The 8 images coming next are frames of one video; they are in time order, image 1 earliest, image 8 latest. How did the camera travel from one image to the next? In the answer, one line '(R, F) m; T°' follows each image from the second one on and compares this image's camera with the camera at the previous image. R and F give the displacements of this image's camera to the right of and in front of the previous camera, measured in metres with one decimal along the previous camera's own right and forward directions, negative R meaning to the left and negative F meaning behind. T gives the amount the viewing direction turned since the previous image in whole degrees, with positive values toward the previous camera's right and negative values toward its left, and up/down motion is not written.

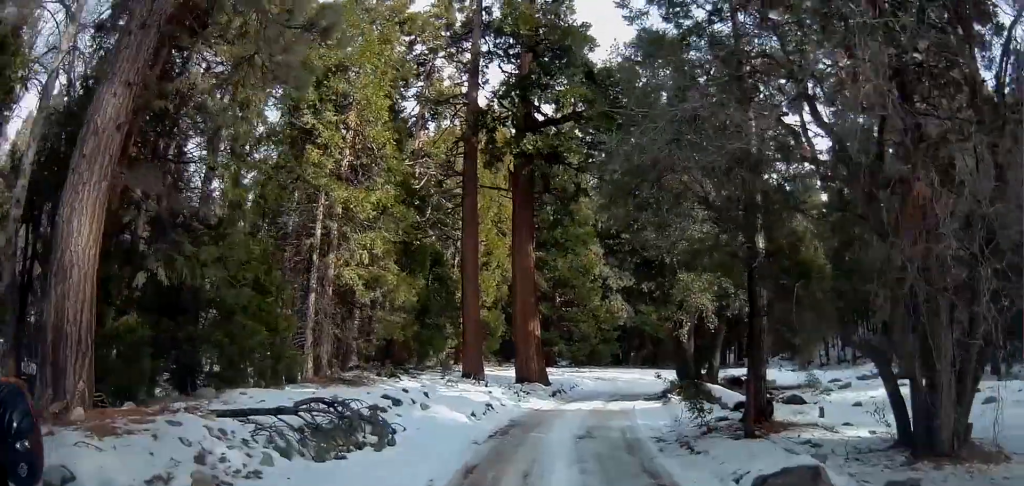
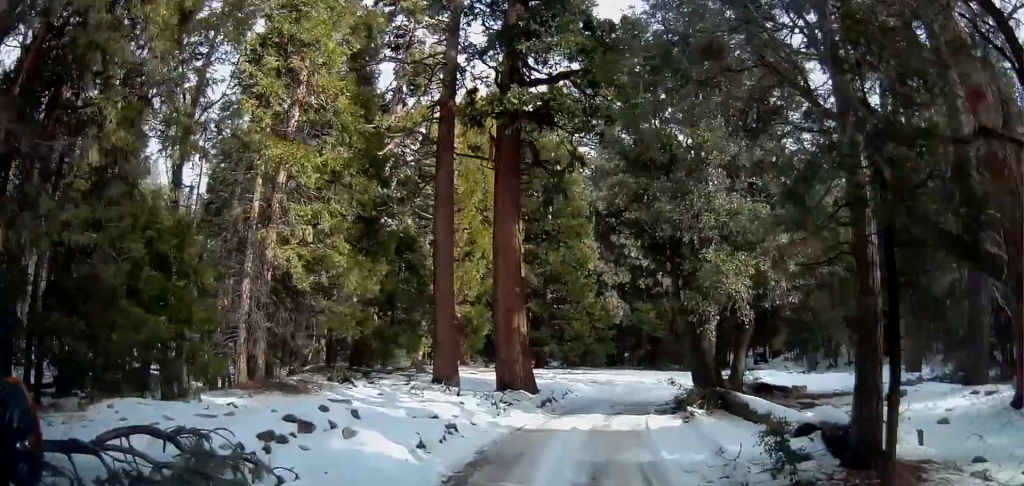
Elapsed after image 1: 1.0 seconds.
(+0.4, +4.3) m; +3°
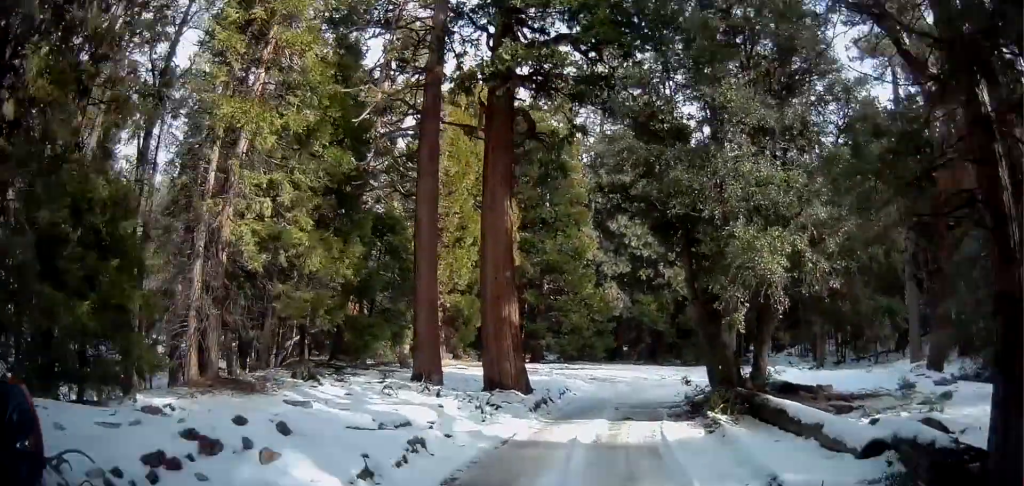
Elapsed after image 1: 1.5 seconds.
(-0.1, +2.5) m; -1°
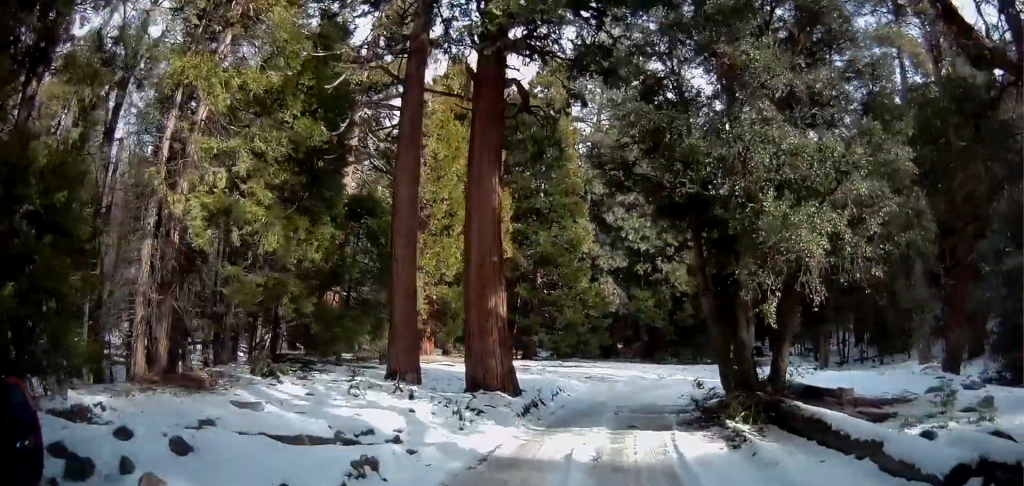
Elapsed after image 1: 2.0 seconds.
(-0.1, +2.1) m; -1°
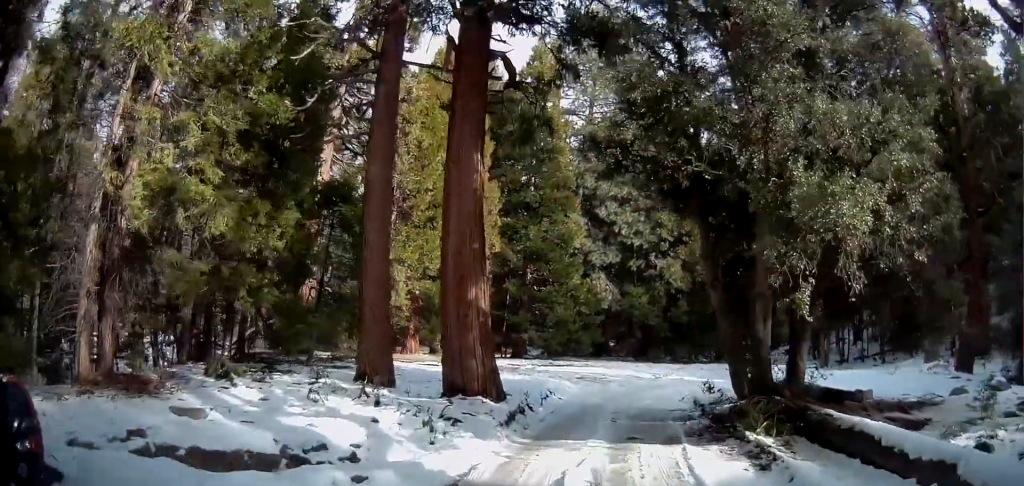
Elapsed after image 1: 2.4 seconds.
(0.0, +1.9) m; +1°
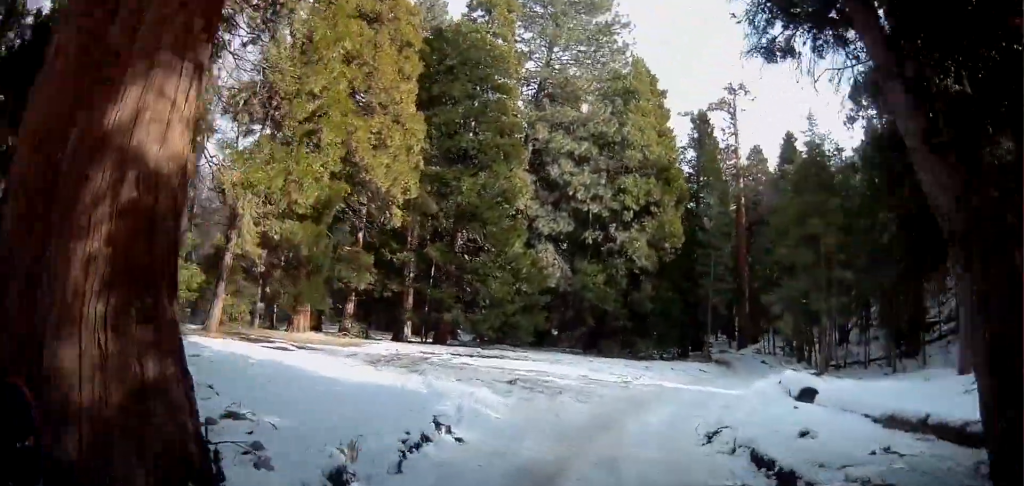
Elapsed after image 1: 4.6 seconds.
(+0.5, +10.3) m; +5°
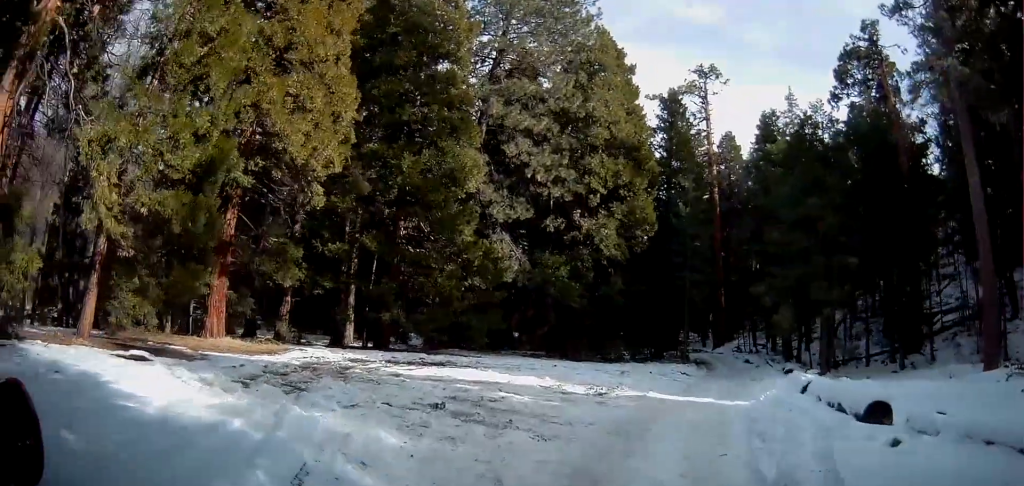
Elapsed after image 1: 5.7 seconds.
(+0.1, +5.6) m; +1°
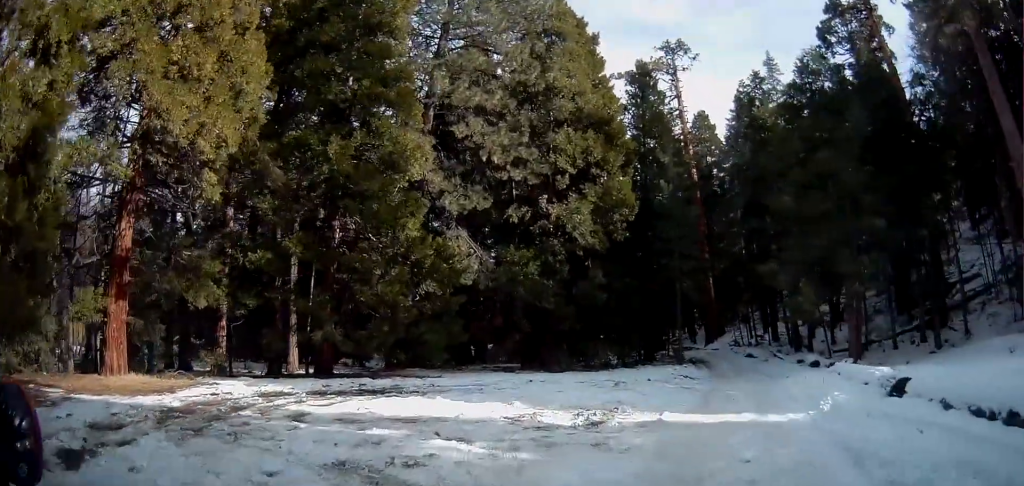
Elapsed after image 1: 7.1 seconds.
(-0.1, +6.5) m; -2°
